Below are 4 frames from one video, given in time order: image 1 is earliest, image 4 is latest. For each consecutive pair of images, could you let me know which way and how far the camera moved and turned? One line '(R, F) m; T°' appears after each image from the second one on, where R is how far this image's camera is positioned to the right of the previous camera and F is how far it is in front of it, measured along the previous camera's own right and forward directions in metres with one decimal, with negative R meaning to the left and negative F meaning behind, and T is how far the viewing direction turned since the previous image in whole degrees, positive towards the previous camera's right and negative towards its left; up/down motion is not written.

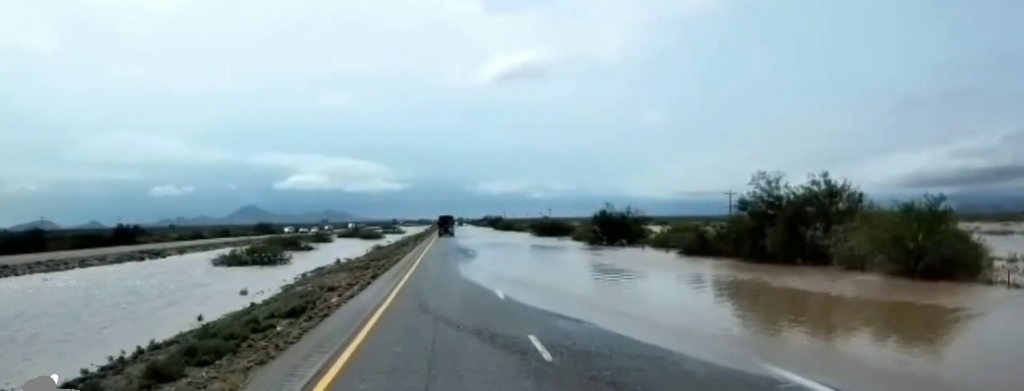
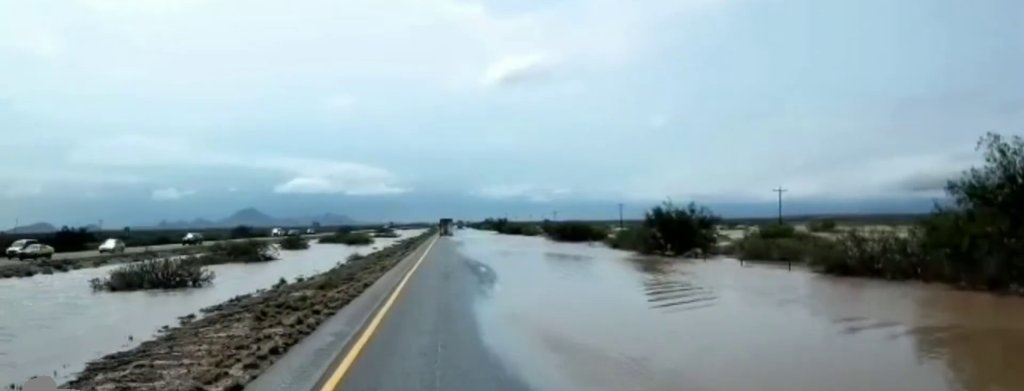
(+0.4, +22.0) m; +1°
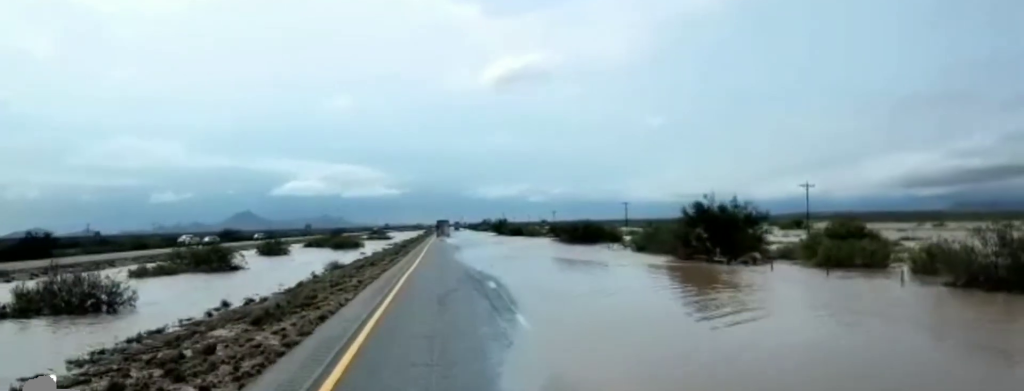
(+0.1, +11.4) m; 0°
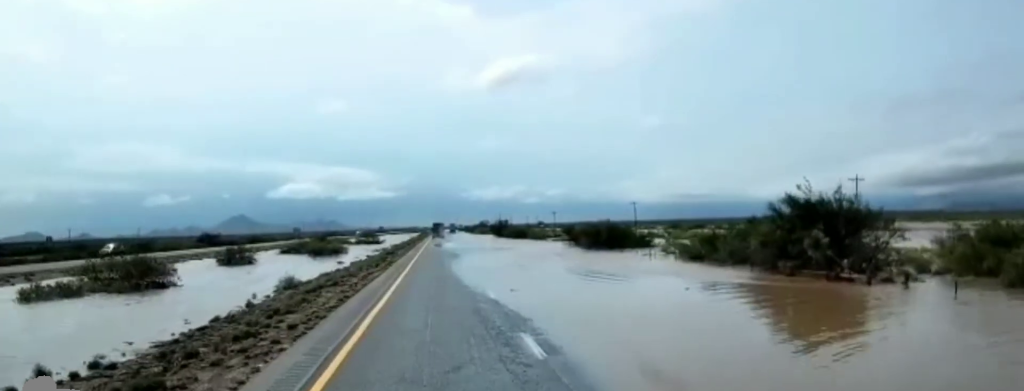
(-0.1, +16.3) m; -1°
